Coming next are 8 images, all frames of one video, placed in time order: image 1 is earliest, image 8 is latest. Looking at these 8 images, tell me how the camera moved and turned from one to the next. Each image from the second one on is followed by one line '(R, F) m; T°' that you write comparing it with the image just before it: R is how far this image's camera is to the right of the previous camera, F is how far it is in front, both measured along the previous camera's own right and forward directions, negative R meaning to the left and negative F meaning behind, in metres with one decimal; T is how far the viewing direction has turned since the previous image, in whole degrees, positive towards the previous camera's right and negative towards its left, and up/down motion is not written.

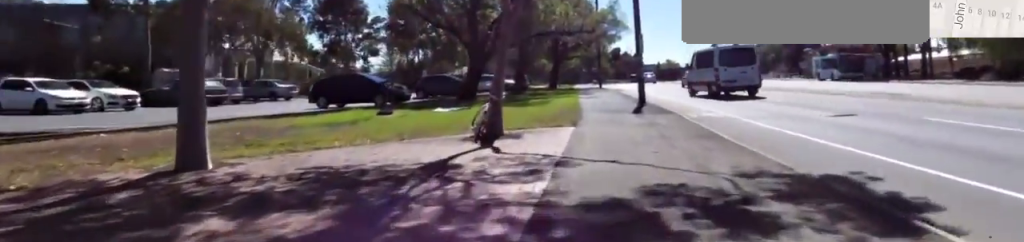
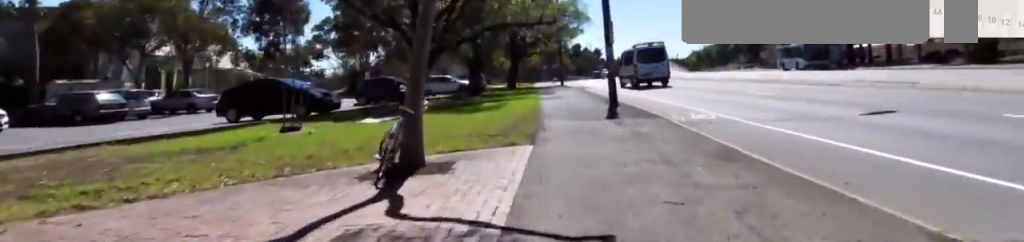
(0.0, +3.8) m; 0°
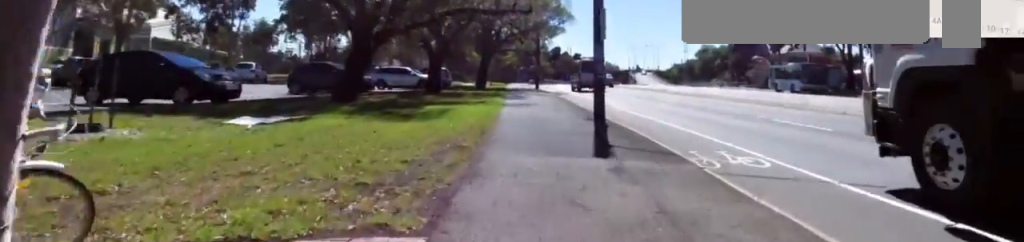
(0.0, +5.4) m; +7°
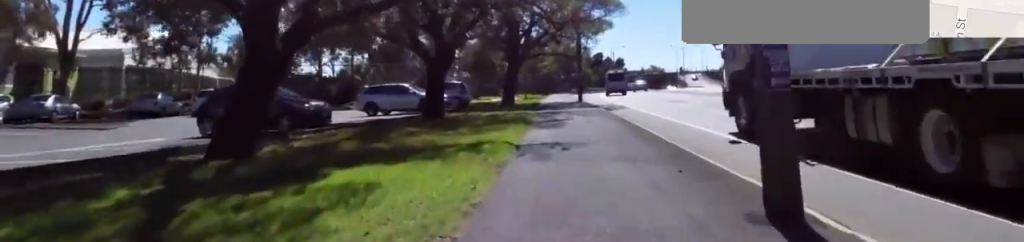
(+0.4, +8.8) m; -5°
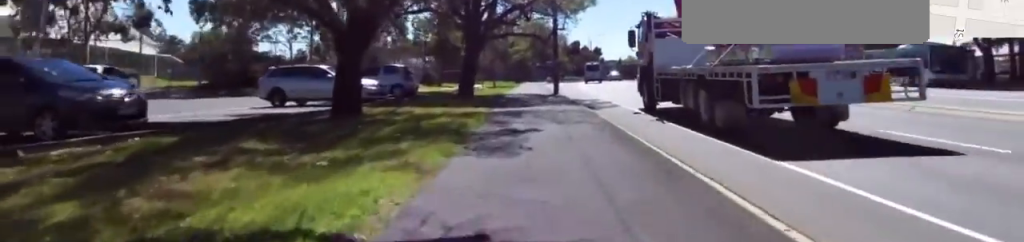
(-0.2, +6.9) m; +5°
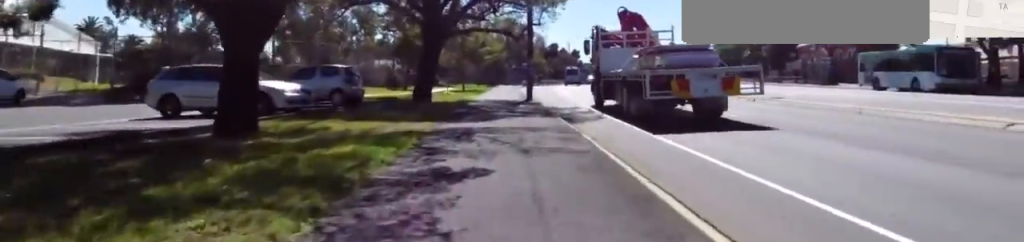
(+0.5, +4.5) m; +1°
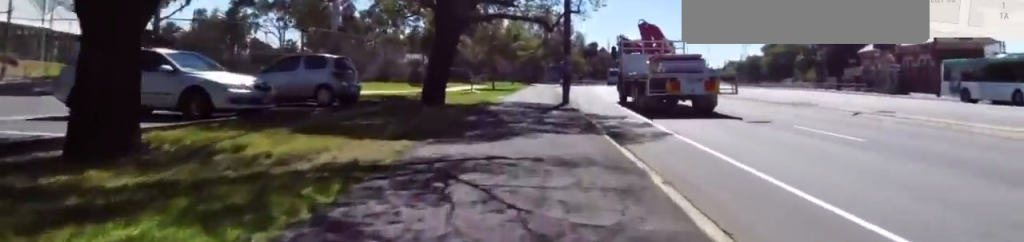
(-0.6, +4.9) m; -7°
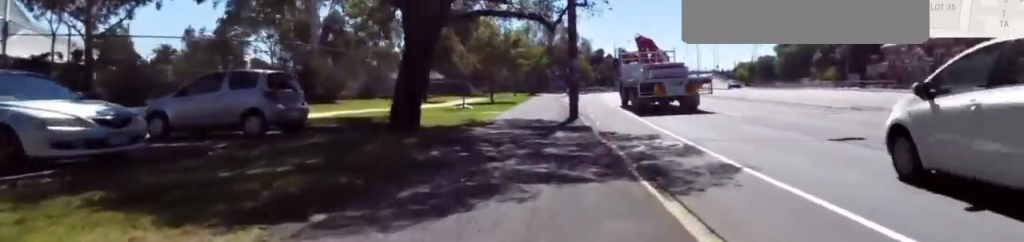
(0.0, +4.5) m; 0°
